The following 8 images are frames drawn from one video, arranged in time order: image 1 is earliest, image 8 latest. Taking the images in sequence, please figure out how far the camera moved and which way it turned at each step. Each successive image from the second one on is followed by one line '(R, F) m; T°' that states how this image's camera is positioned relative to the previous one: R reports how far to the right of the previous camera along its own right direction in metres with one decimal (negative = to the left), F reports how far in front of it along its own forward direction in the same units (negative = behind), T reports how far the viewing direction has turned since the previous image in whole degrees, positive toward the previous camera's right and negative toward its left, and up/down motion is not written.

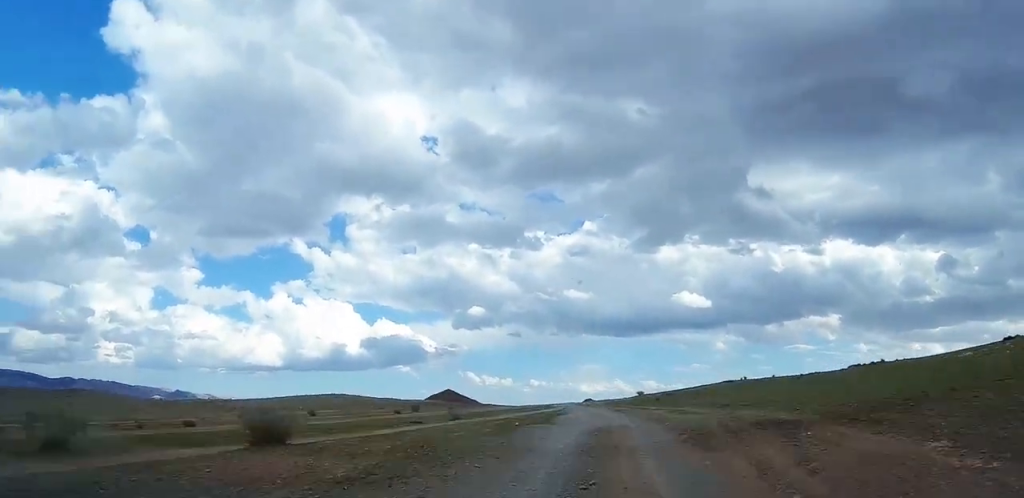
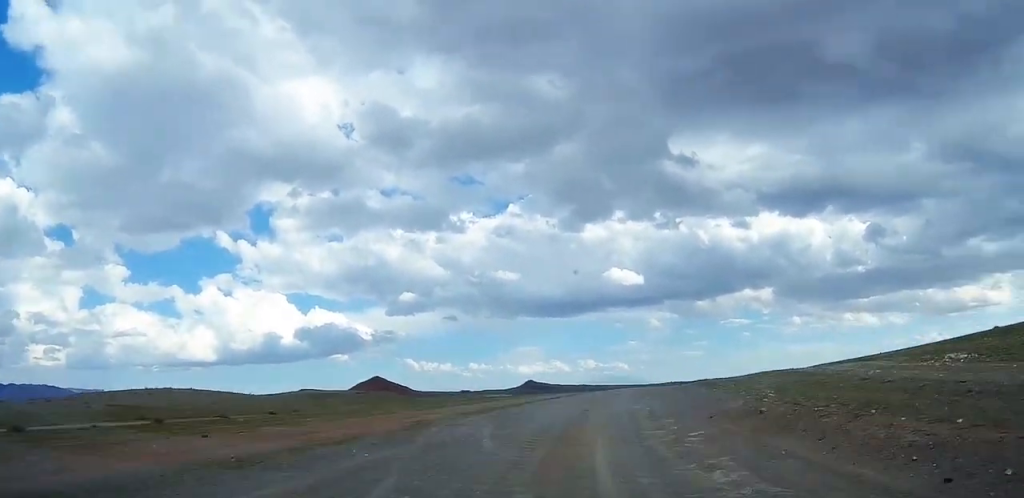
(+13.9, +148.1) m; +17°
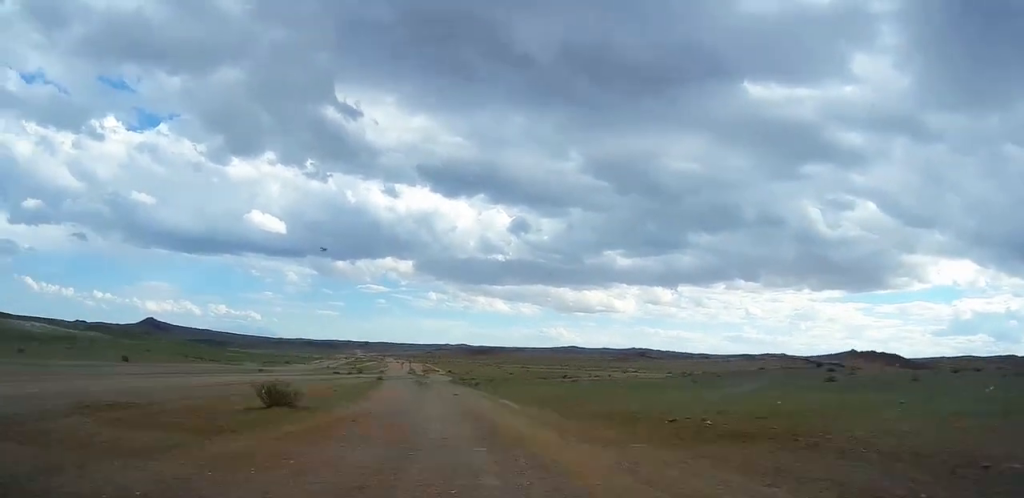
(+20.8, +140.7) m; +9°
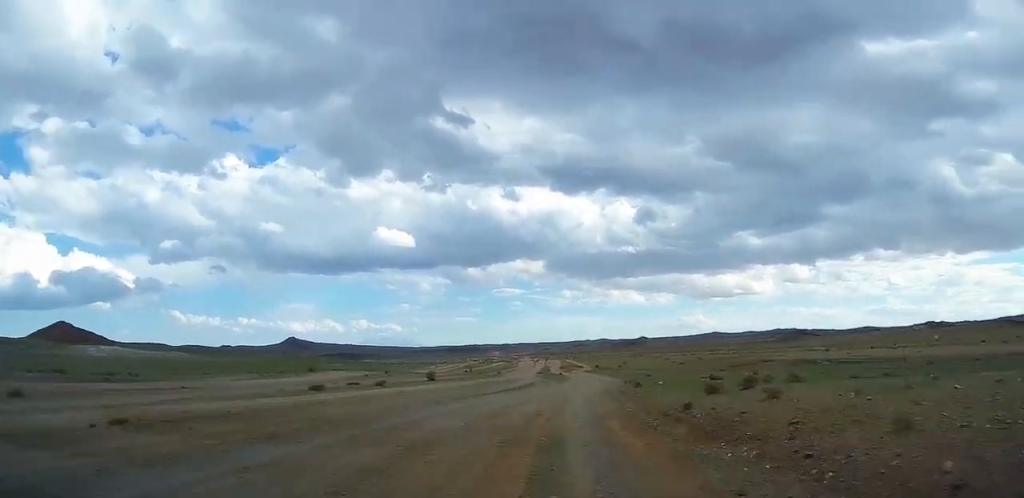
(+0.6, +75.7) m; 0°
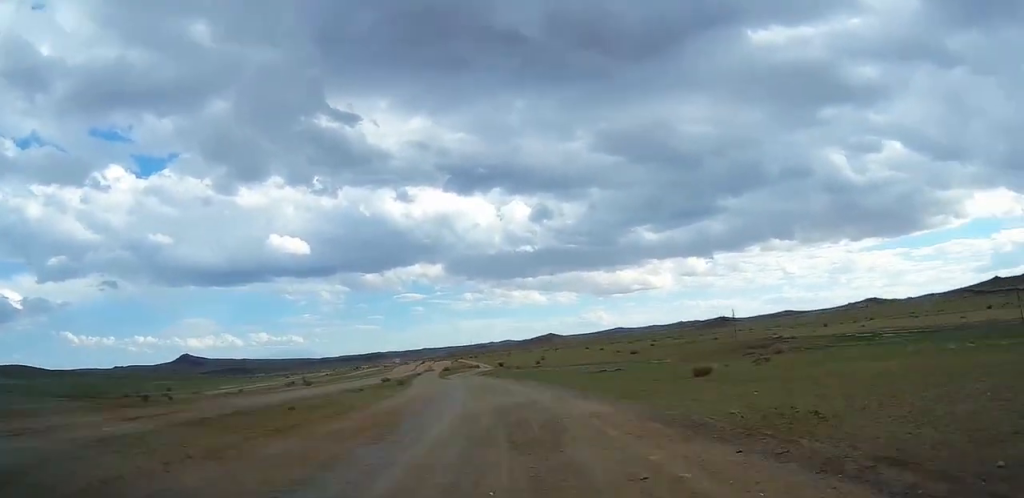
(+0.5, +84.4) m; -1°
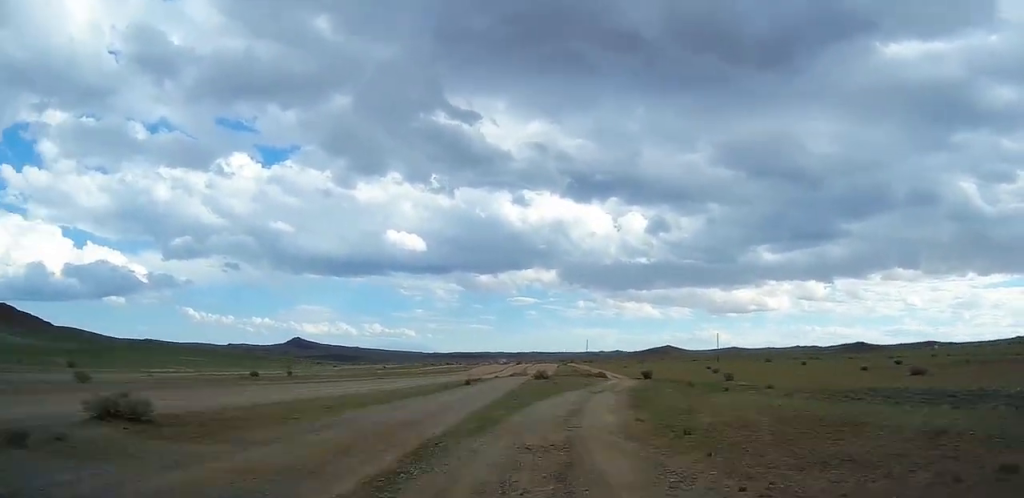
(-0.1, +62.6) m; -2°
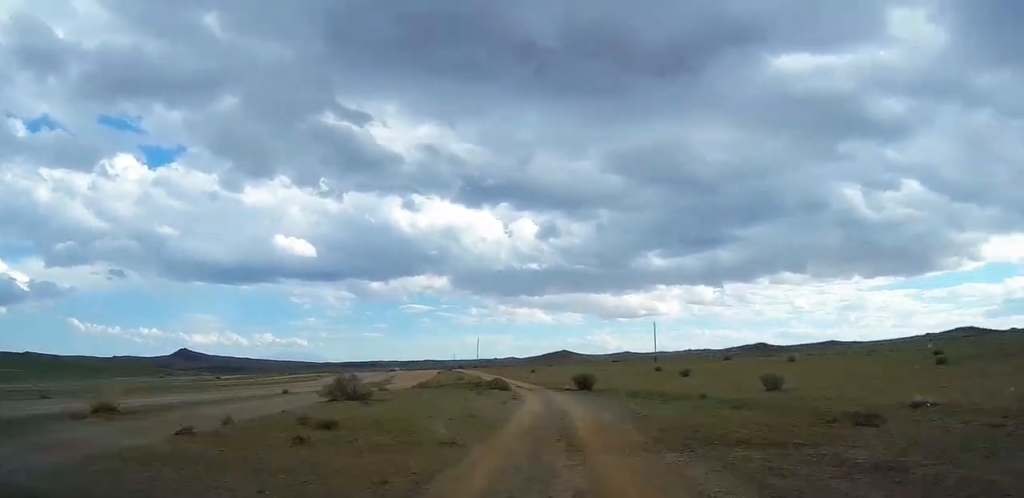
(-0.5, +36.1) m; -1°
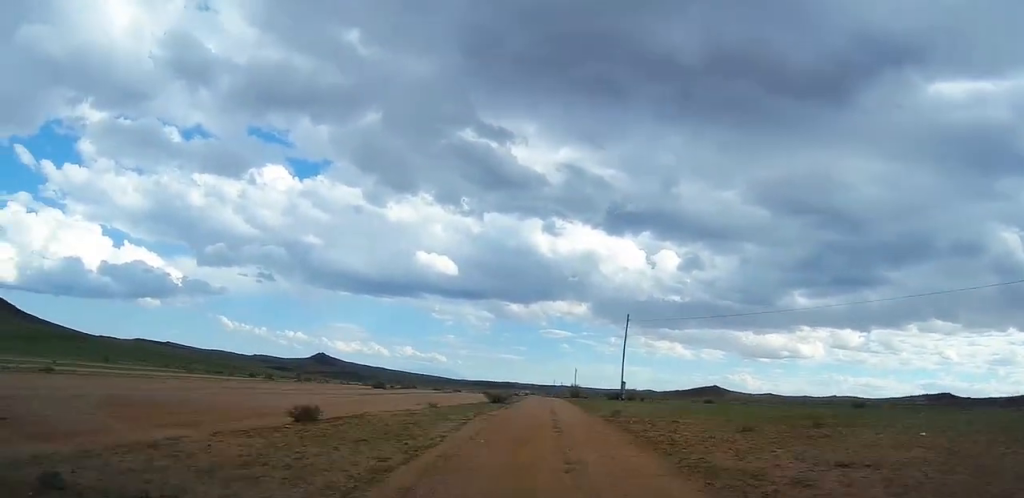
(-3.1, +74.4) m; -4°
